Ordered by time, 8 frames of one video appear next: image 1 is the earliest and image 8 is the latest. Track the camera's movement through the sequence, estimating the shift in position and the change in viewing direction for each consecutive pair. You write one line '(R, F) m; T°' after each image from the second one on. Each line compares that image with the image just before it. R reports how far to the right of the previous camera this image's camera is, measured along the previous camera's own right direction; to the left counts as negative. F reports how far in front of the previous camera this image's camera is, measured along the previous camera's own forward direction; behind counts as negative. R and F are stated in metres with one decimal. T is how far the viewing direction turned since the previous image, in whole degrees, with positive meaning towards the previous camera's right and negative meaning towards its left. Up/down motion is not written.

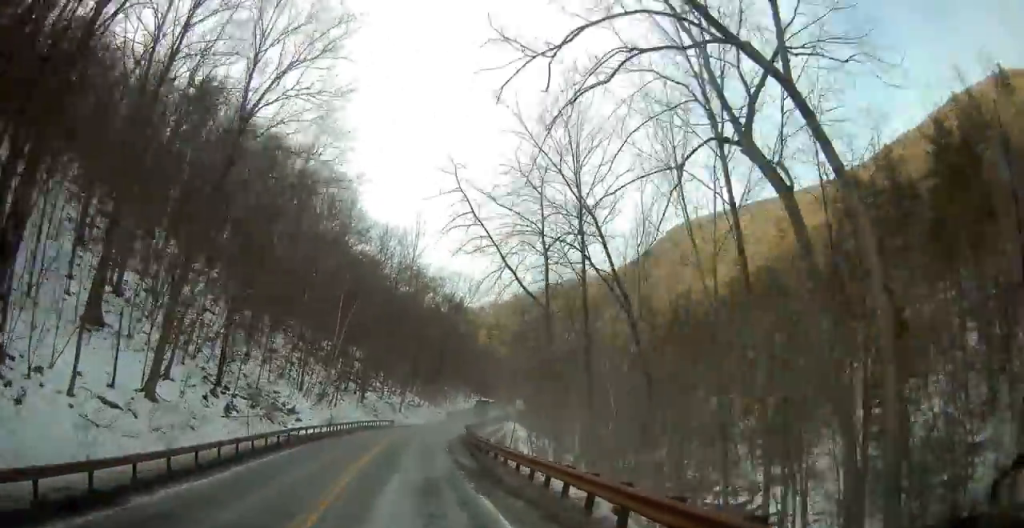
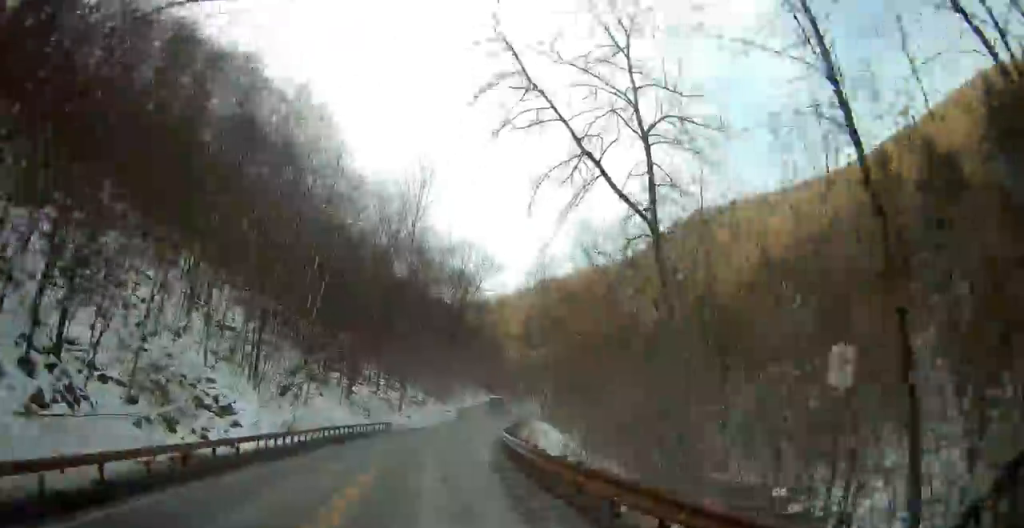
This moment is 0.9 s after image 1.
(+0.1, +16.5) m; +1°
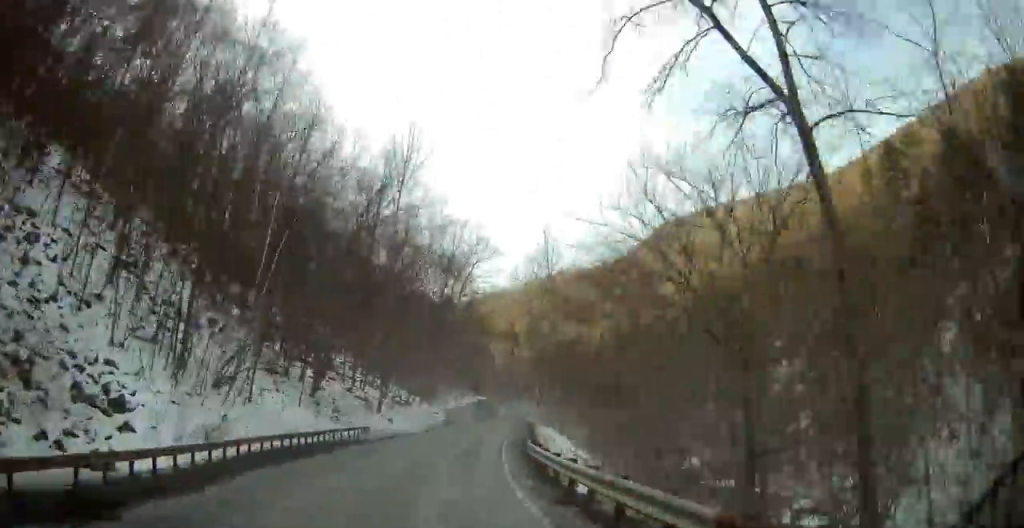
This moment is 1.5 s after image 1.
(+0.1, +10.1) m; +1°
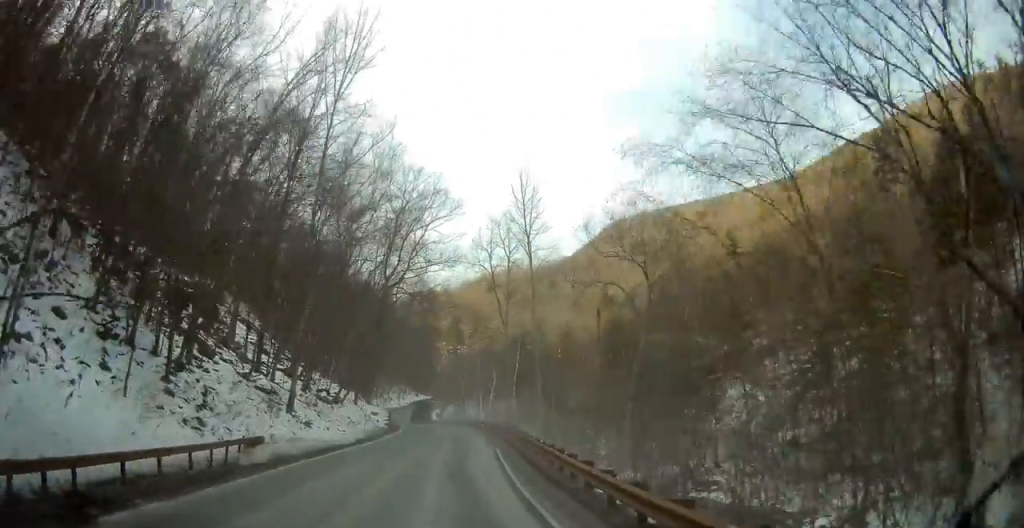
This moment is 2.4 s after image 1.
(+0.1, +16.4) m; +4°
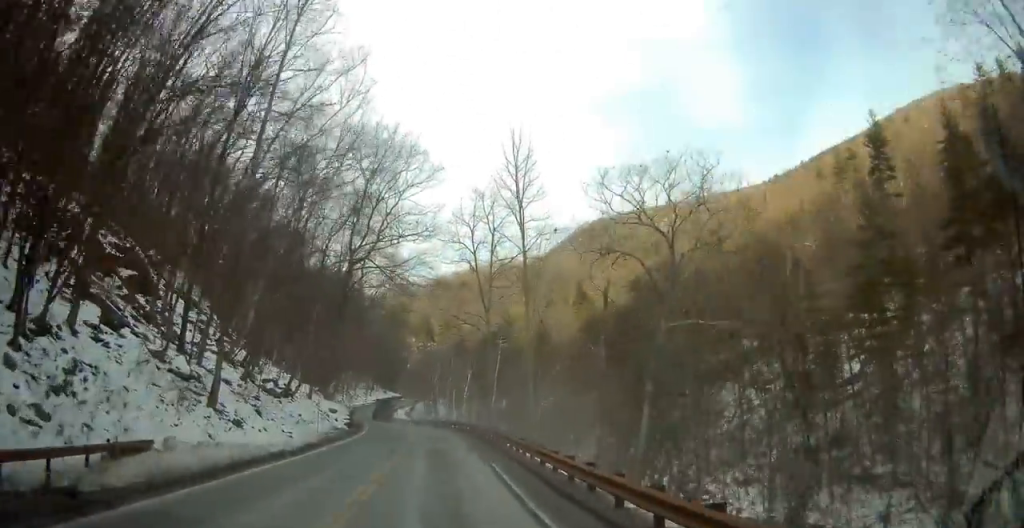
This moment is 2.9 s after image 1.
(+0.3, +8.5) m; +3°
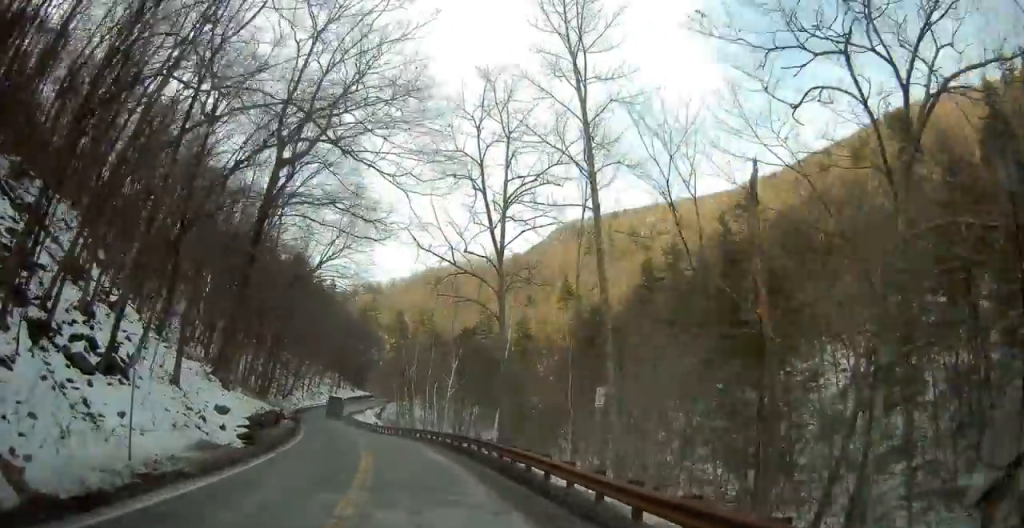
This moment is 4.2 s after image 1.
(+1.5, +20.5) m; +4°
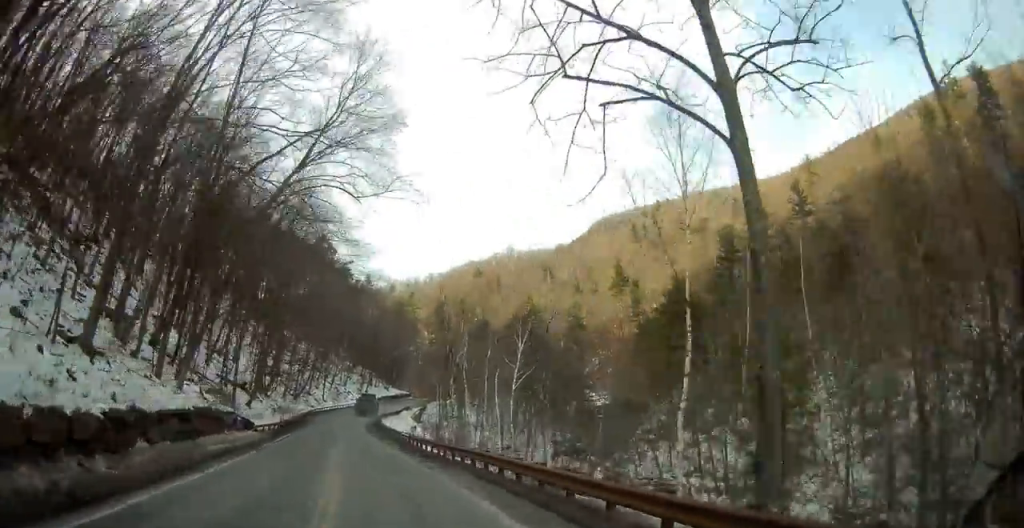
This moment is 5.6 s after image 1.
(-0.5, +21.5) m; -4°
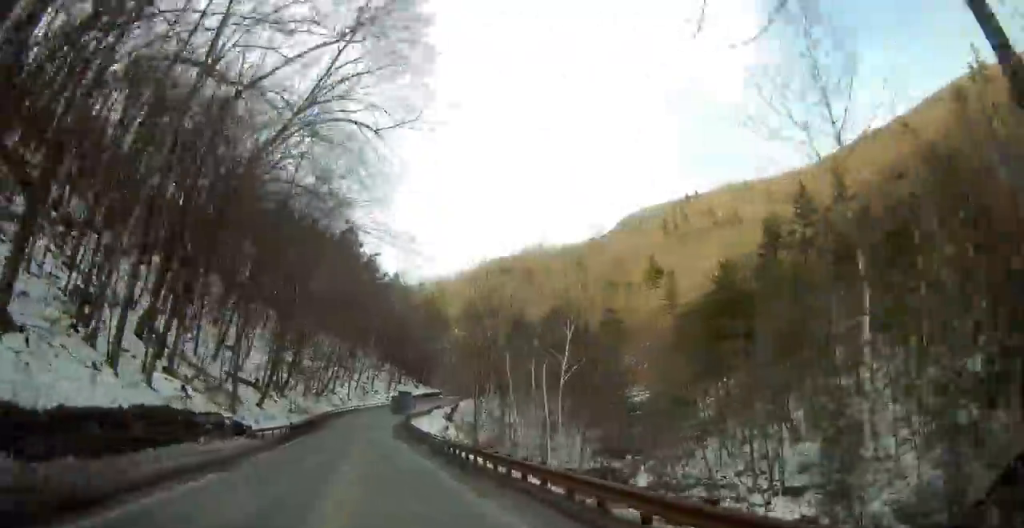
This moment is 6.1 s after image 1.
(-0.2, +6.2) m; -2°
